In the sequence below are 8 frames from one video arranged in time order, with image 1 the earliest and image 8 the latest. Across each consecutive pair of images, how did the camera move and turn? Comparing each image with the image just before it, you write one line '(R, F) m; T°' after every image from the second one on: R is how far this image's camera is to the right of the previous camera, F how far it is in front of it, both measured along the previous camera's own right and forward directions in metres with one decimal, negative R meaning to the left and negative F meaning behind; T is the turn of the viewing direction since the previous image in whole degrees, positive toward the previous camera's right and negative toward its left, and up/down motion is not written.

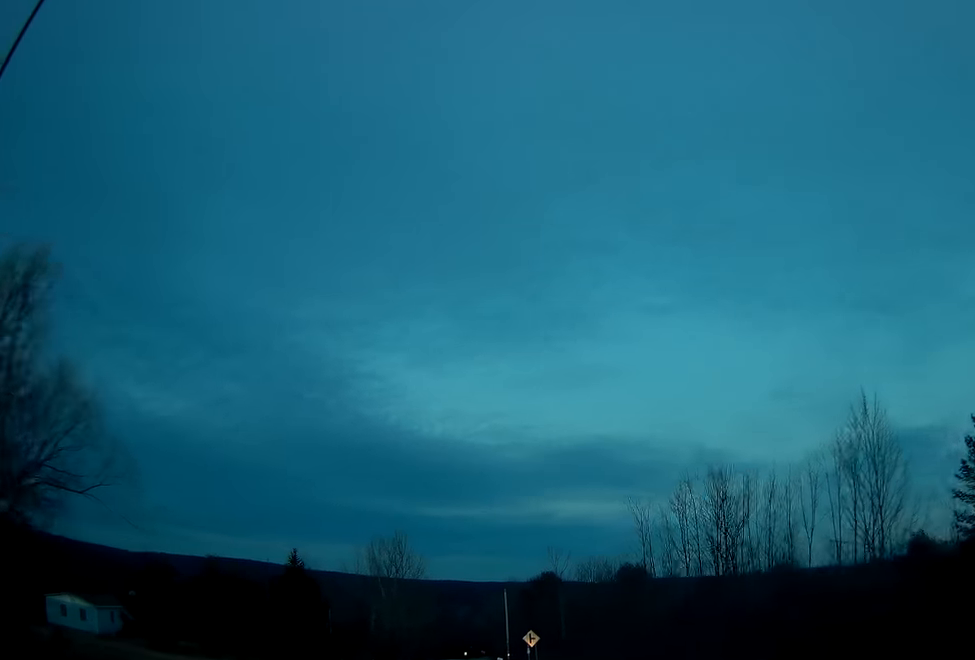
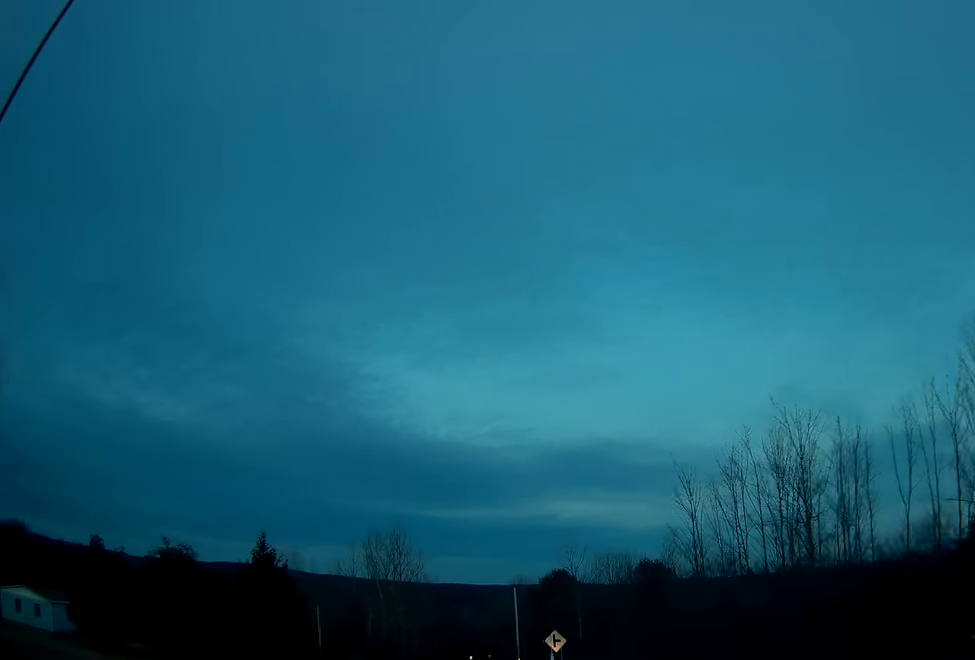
(-0.2, +10.2) m; -1°
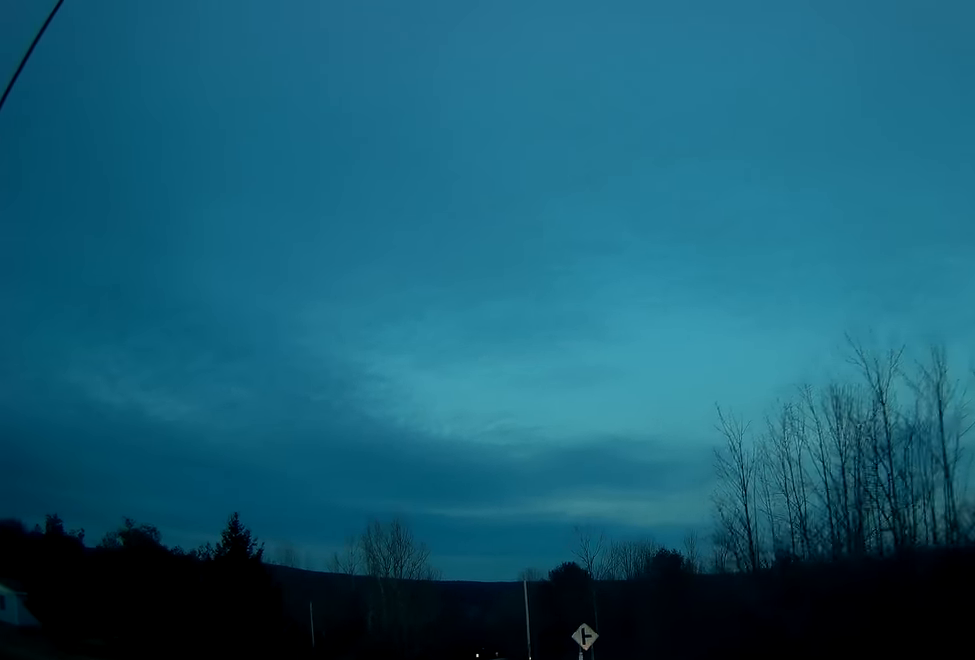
(0.0, +7.0) m; 0°
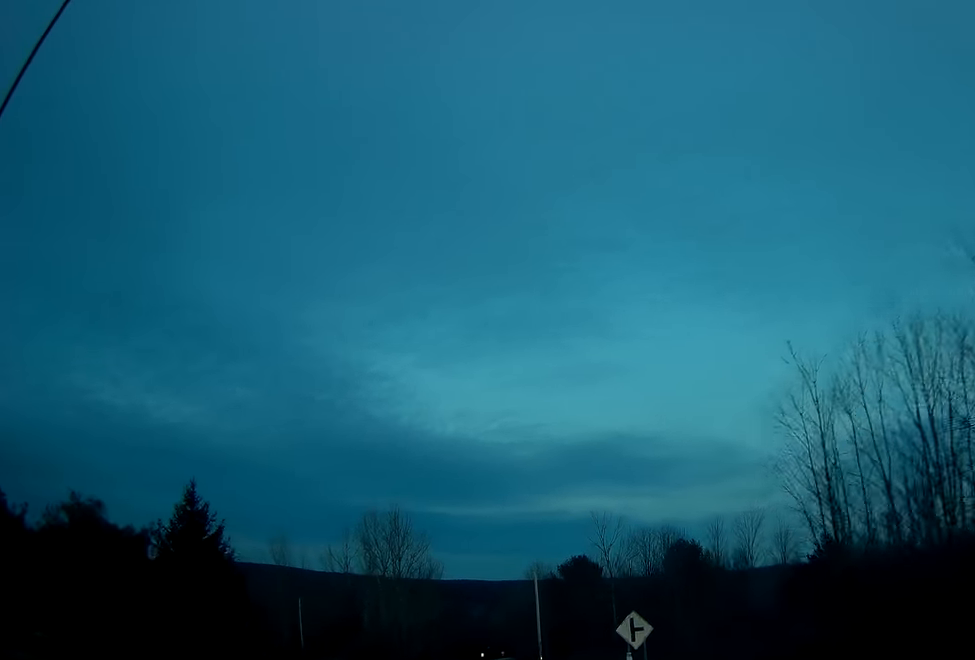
(0.0, +7.3) m; 0°
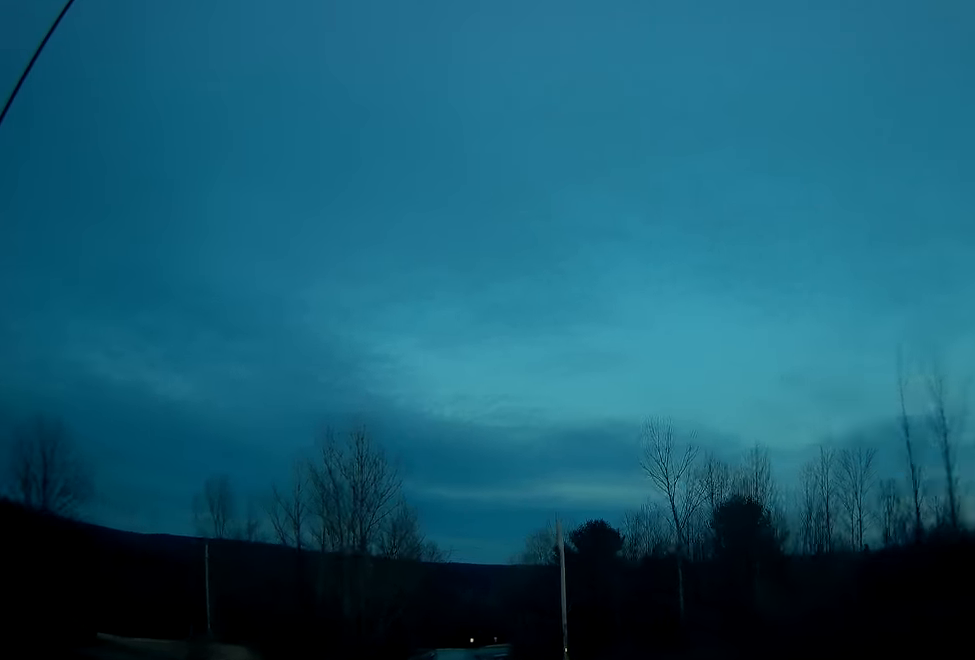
(-0.1, +24.2) m; +1°
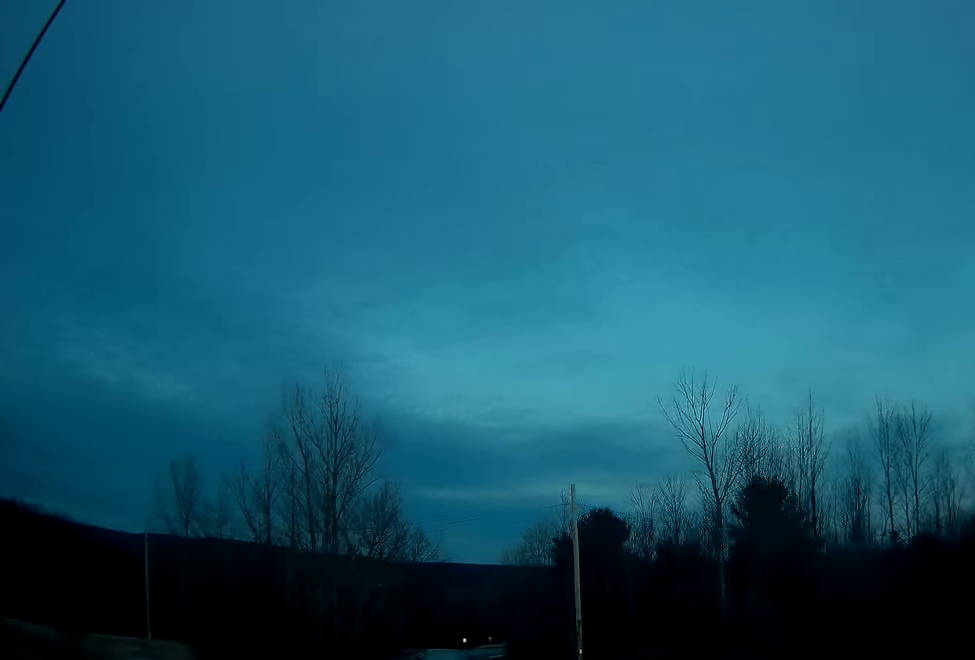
(+0.3, +8.9) m; 0°
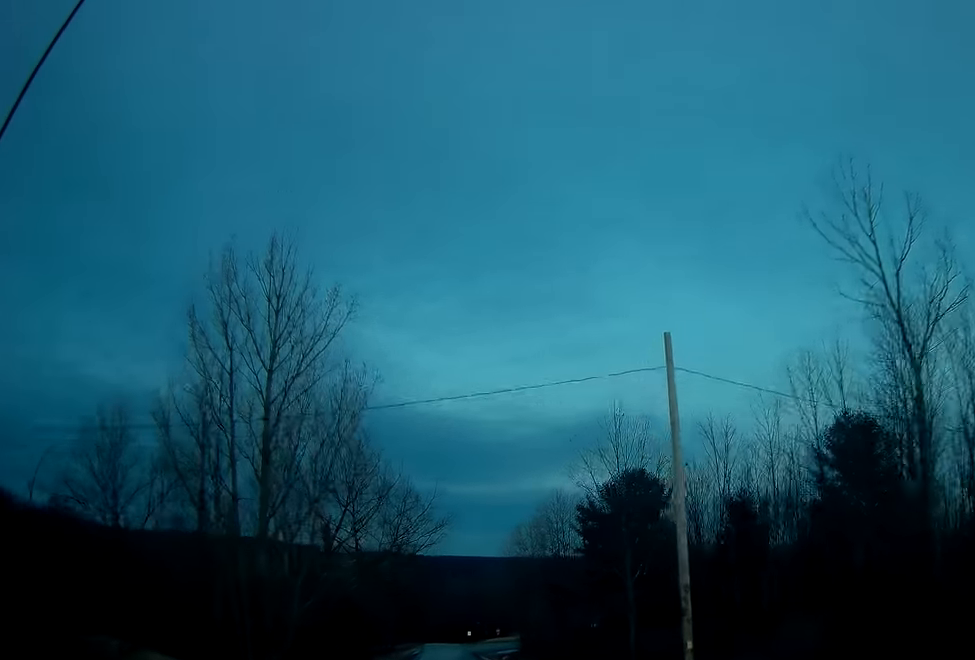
(-0.1, +17.4) m; -1°
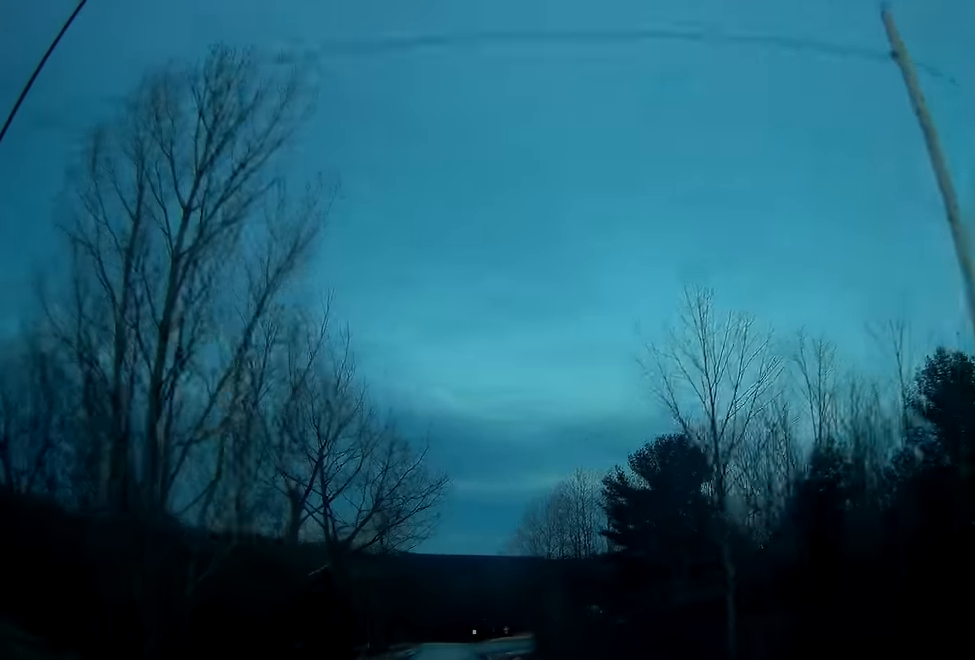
(-0.1, +12.3) m; -1°
